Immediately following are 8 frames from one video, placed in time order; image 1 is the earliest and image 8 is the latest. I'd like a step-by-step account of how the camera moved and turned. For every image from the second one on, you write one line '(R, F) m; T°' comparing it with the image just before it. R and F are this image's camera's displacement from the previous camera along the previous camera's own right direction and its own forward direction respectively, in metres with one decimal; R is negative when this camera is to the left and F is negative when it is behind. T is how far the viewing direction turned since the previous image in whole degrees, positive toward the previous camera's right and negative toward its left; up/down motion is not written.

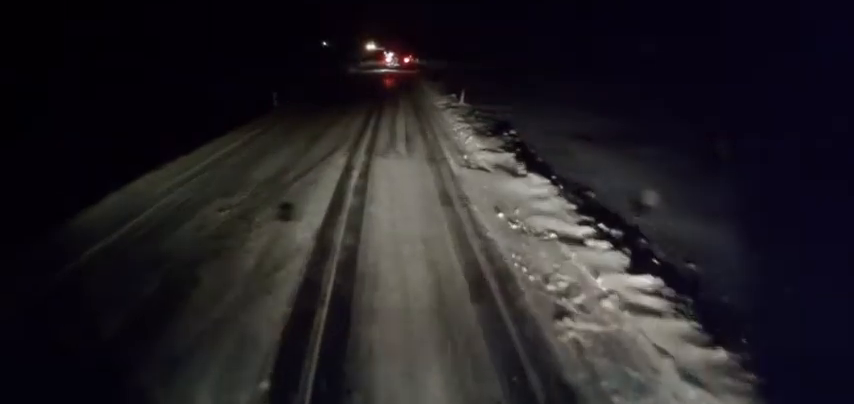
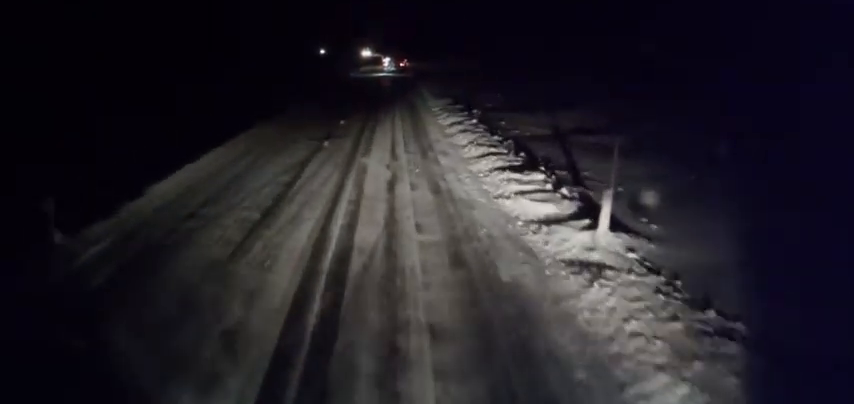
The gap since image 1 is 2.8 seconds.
(-0.3, +16.4) m; 0°
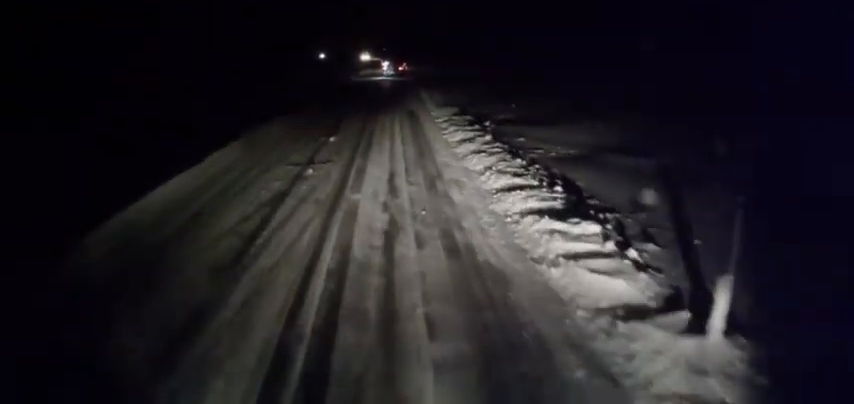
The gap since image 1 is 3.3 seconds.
(0.0, +2.8) m; -1°
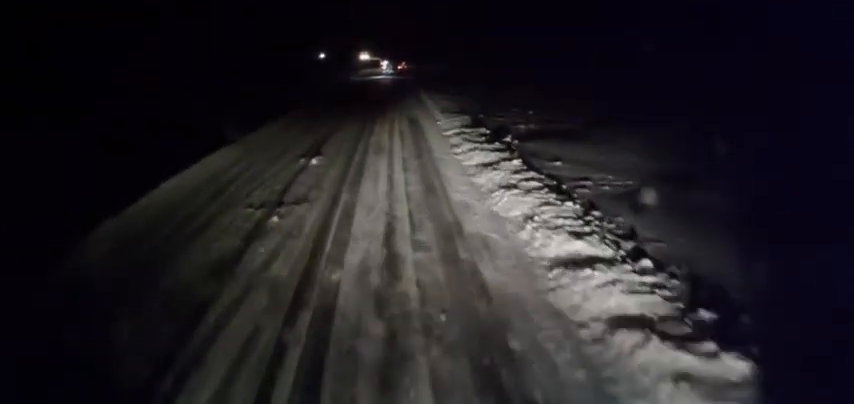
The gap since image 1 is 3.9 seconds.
(0.0, +3.5) m; -2°
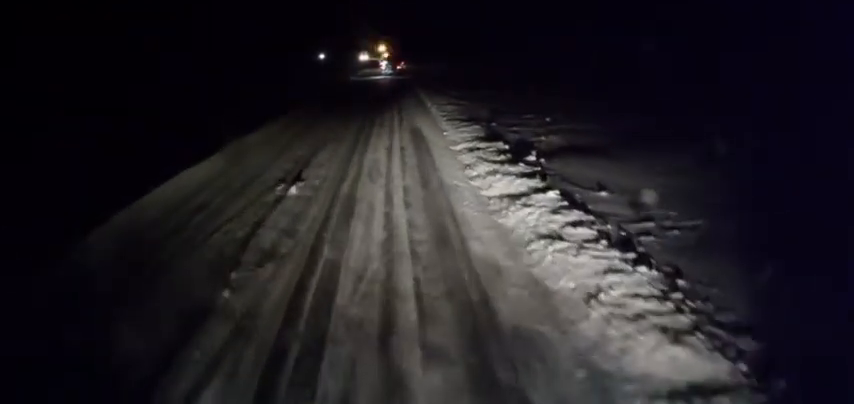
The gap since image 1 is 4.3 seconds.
(-0.1, +2.7) m; -1°
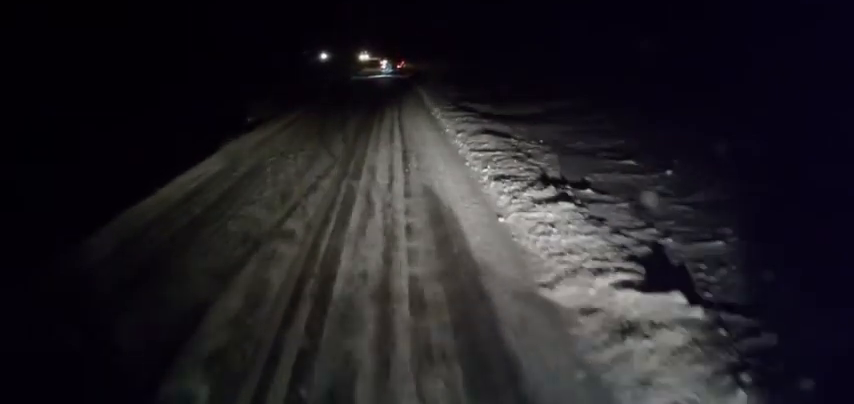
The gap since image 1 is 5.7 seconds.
(0.0, +9.2) m; +3°
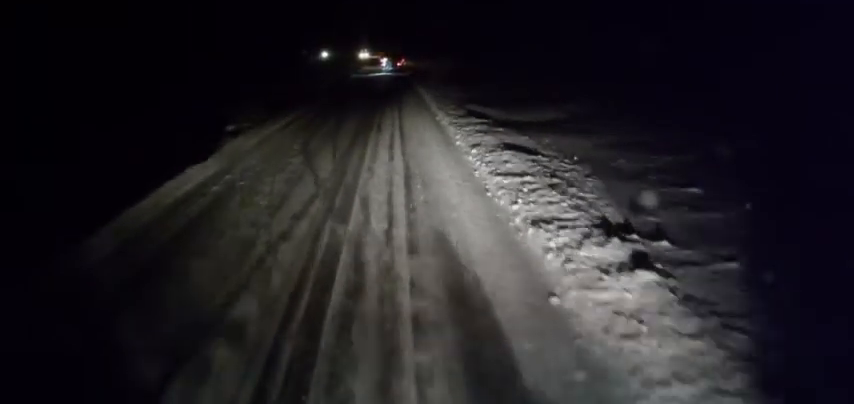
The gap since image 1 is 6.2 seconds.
(0.0, +3.0) m; +1°
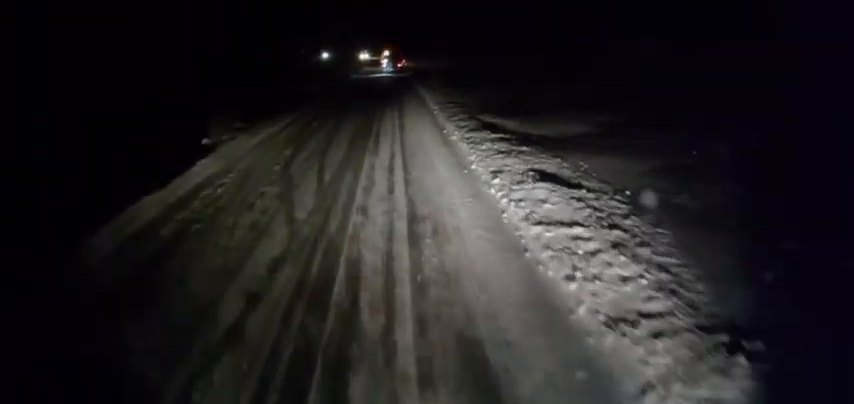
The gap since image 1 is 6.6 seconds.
(+0.1, +3.0) m; 0°
